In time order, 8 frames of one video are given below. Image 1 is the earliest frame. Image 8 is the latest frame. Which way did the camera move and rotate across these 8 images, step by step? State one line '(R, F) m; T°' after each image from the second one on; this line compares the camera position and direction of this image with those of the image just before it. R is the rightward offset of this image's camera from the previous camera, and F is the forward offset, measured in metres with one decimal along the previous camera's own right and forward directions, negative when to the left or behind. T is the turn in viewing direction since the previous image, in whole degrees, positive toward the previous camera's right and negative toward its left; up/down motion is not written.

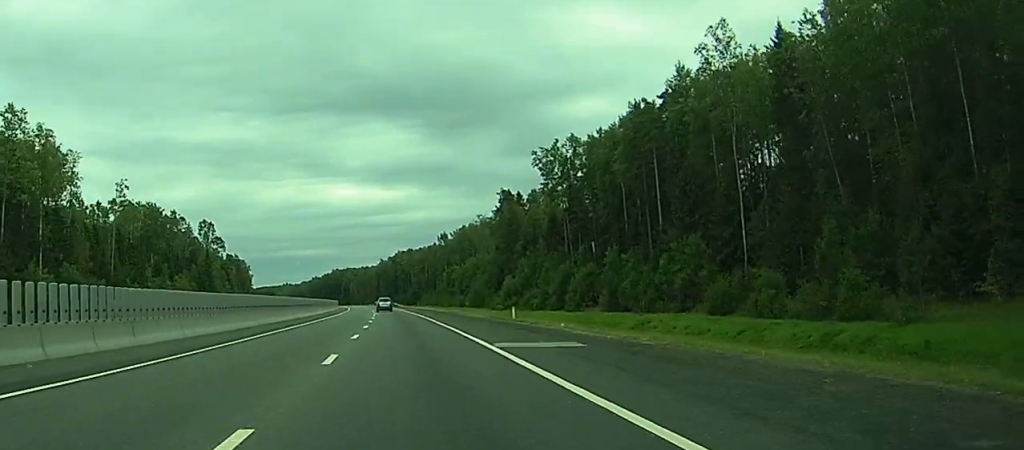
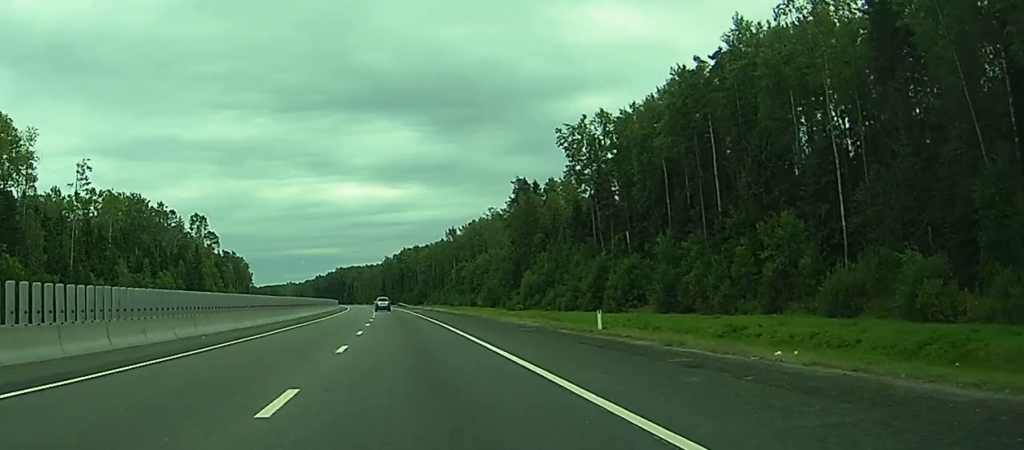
(0.0, +20.1) m; 0°
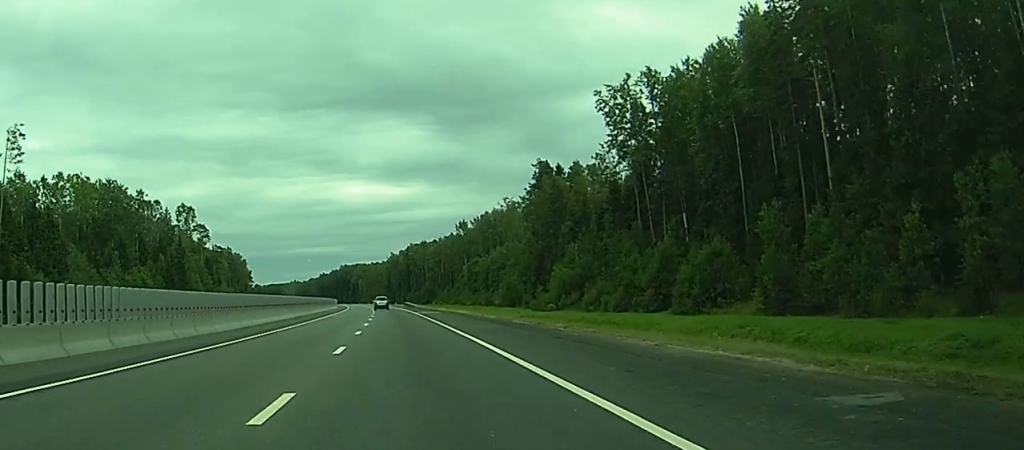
(-0.1, +24.5) m; -1°
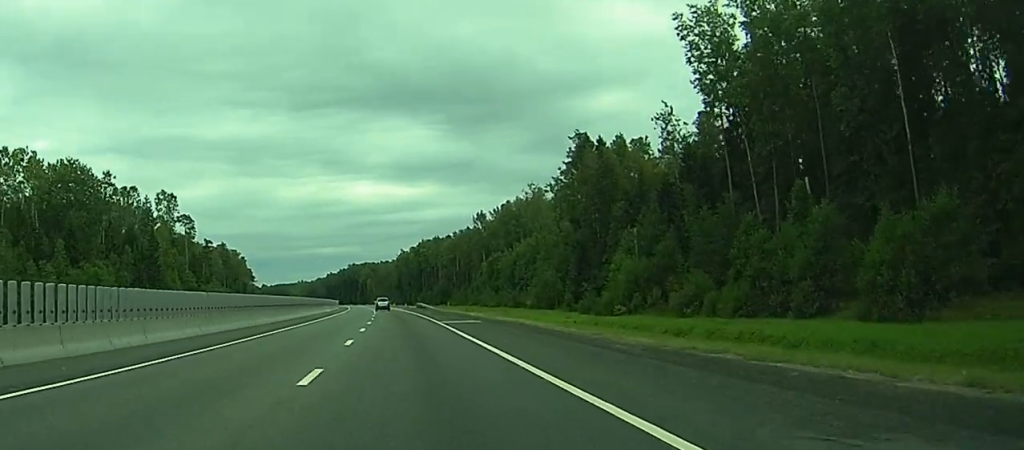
(-0.3, +31.7) m; -1°
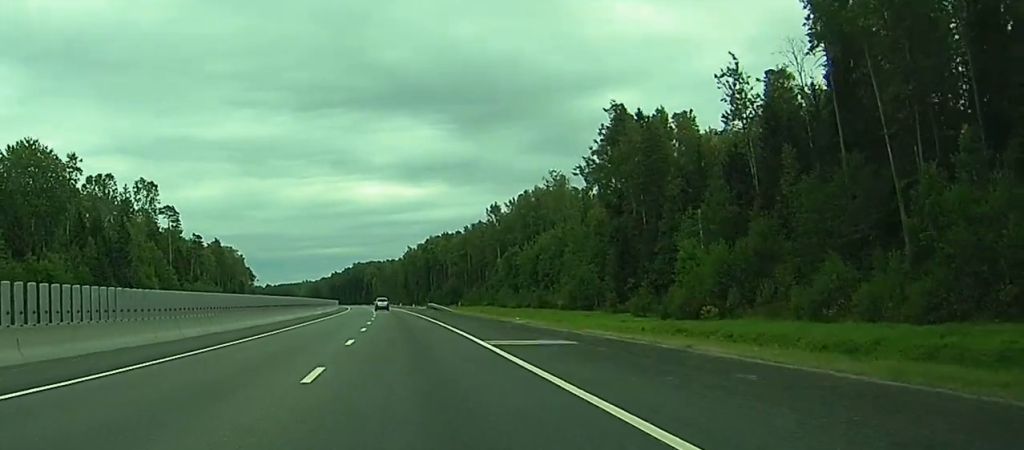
(-0.2, +23.5) m; -1°
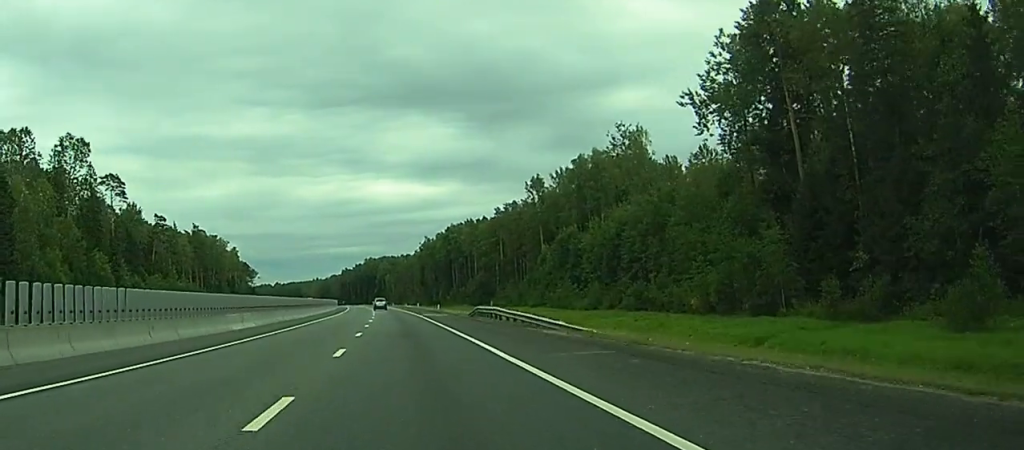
(-0.4, +53.3) m; -1°
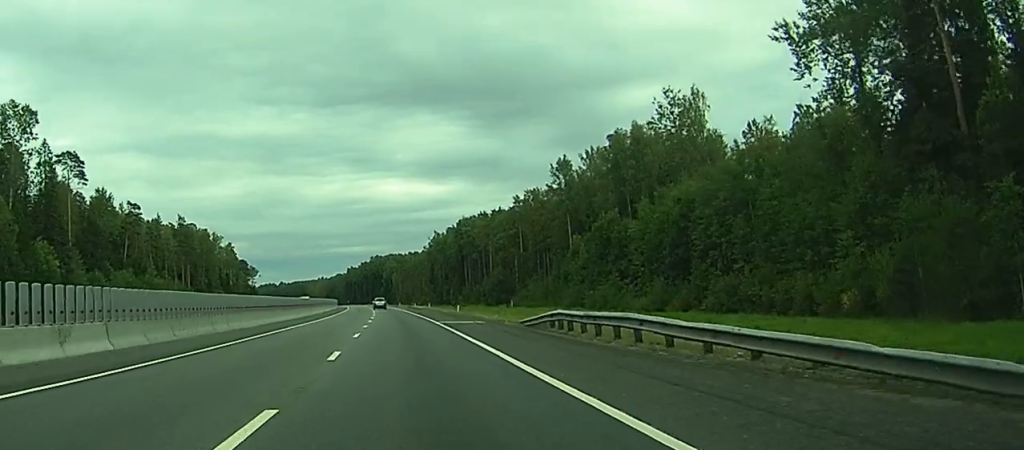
(-0.2, +25.3) m; 0°
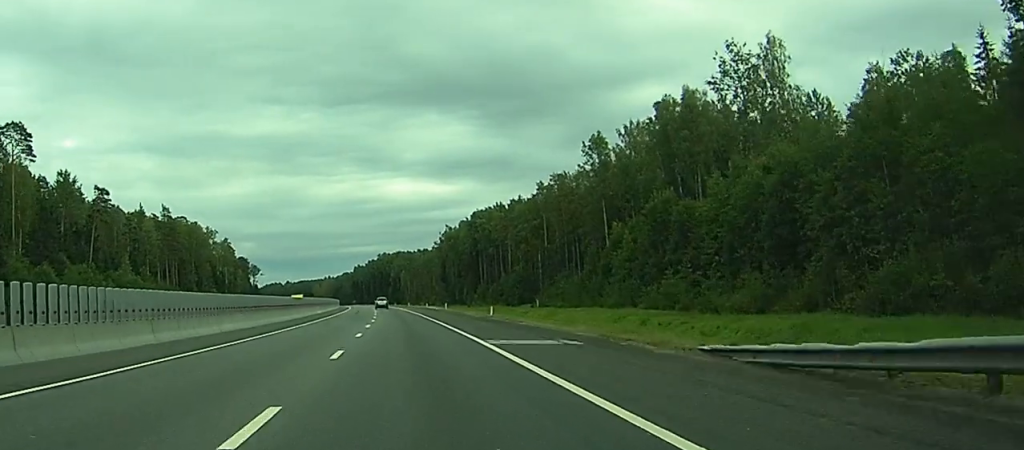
(0.0, +24.4) m; 0°
